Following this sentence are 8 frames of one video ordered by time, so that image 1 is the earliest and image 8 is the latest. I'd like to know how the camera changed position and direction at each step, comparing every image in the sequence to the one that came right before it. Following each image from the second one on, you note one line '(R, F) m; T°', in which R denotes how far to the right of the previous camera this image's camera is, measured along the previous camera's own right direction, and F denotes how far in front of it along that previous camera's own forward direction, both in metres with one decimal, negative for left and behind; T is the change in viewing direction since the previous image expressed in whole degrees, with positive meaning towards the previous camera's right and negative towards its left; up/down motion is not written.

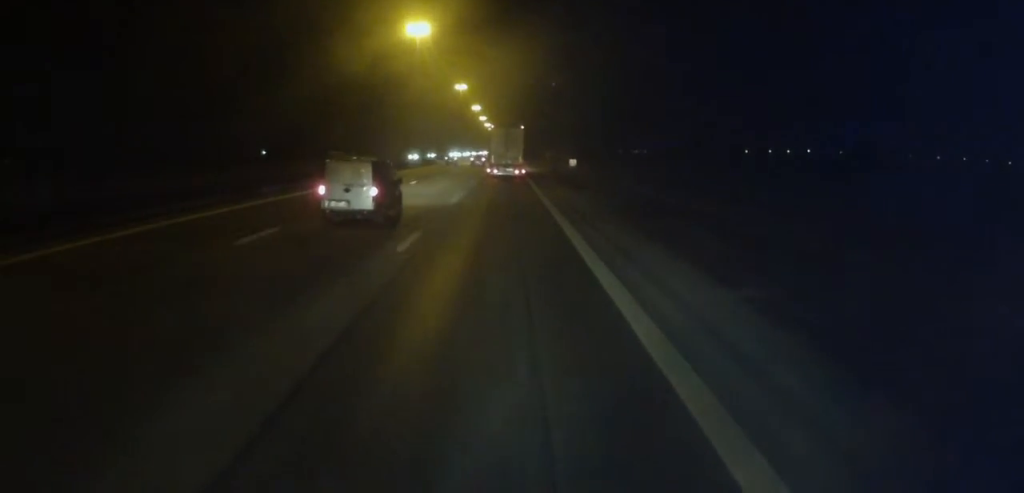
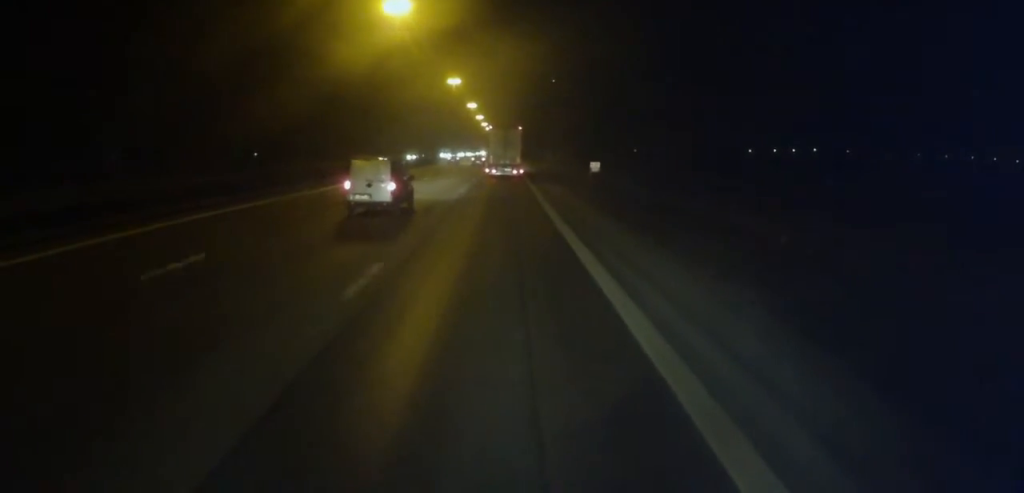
(+0.1, +15.4) m; +1°
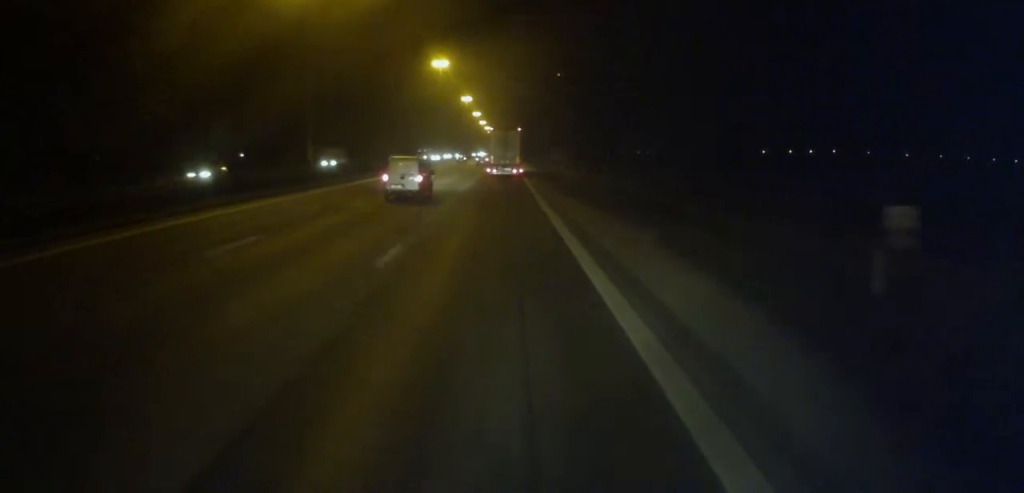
(+0.7, +33.7) m; +1°
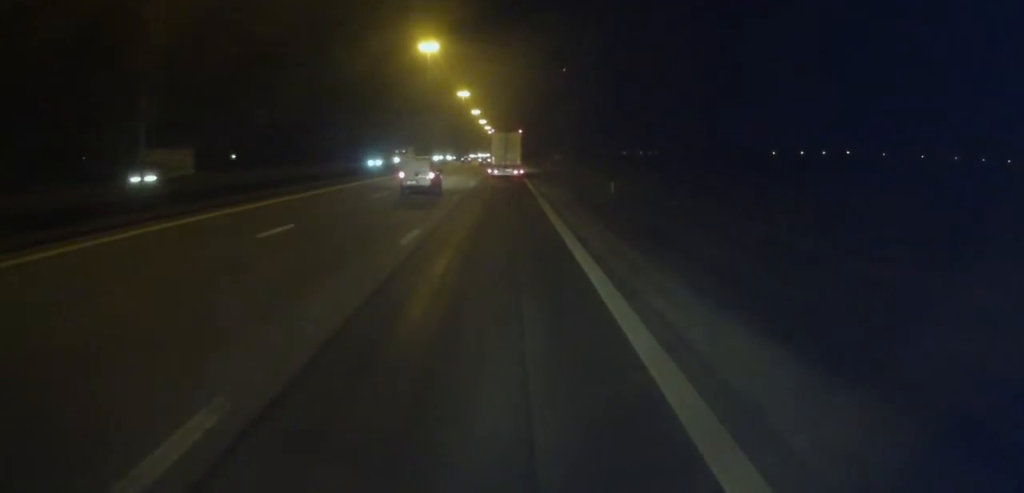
(-0.3, +22.0) m; -1°
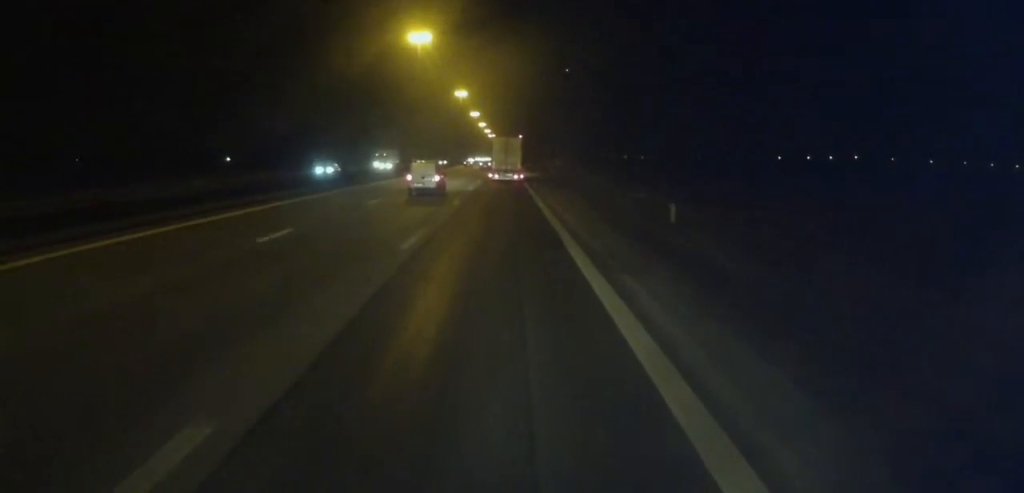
(-0.1, +12.9) m; 0°
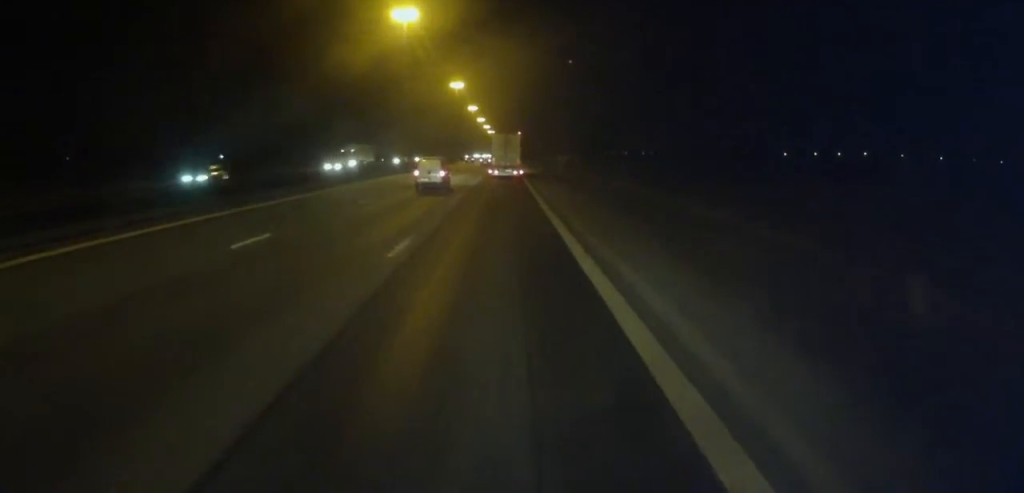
(0.0, +14.8) m; 0°
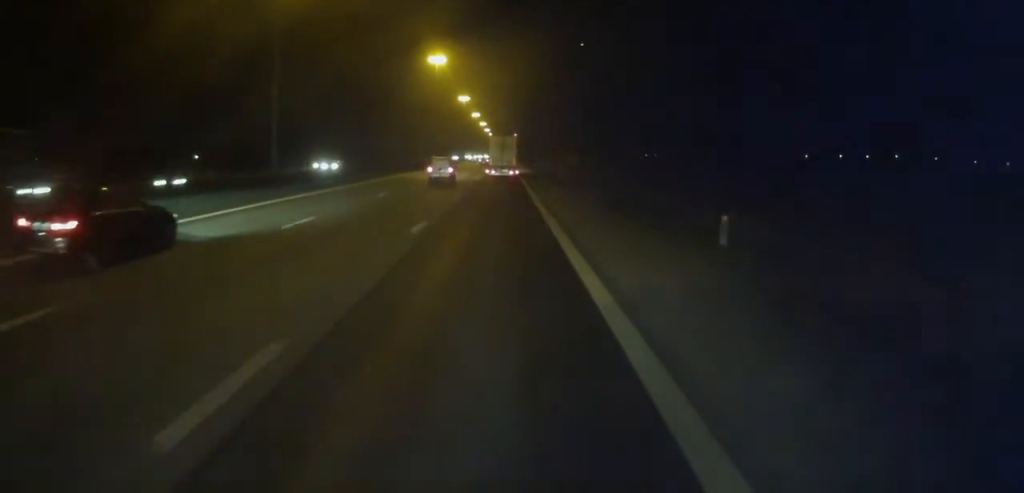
(0.0, +46.9) m; 0°
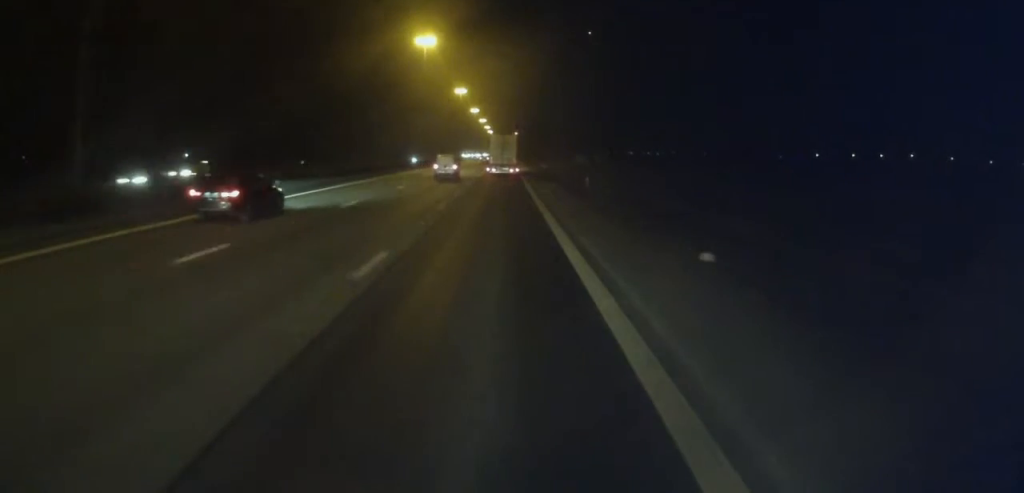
(0.0, +17.2) m; 0°
